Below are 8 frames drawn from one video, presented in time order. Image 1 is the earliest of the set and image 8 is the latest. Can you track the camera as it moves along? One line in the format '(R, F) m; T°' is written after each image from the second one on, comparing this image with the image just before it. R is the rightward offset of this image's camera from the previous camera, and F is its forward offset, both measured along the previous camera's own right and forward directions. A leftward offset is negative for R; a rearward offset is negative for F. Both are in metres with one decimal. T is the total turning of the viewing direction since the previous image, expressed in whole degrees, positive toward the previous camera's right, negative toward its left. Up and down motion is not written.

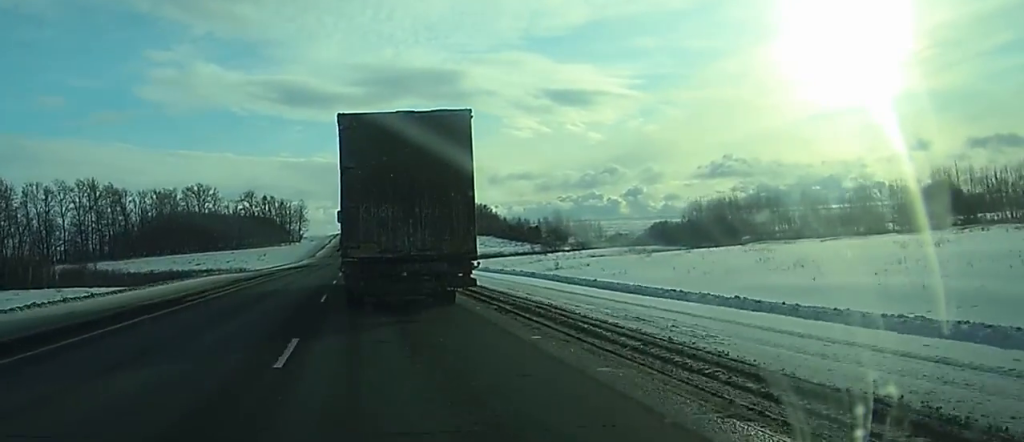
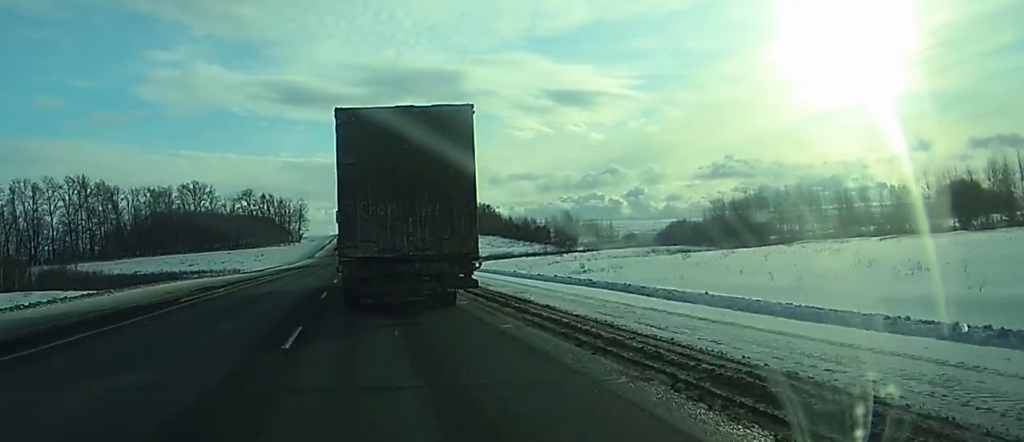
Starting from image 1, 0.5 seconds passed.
(0.0, +10.4) m; 0°
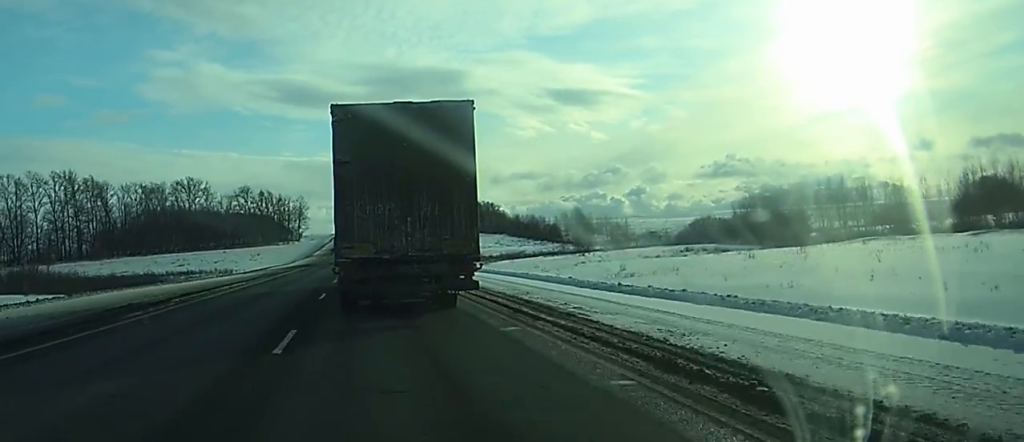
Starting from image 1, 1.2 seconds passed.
(0.0, +12.7) m; 0°
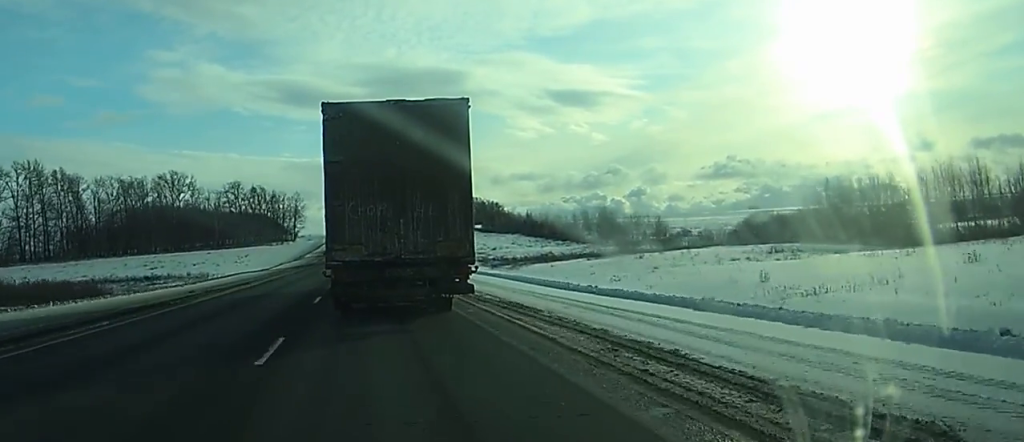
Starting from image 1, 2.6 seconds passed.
(0.0, +25.5) m; 0°
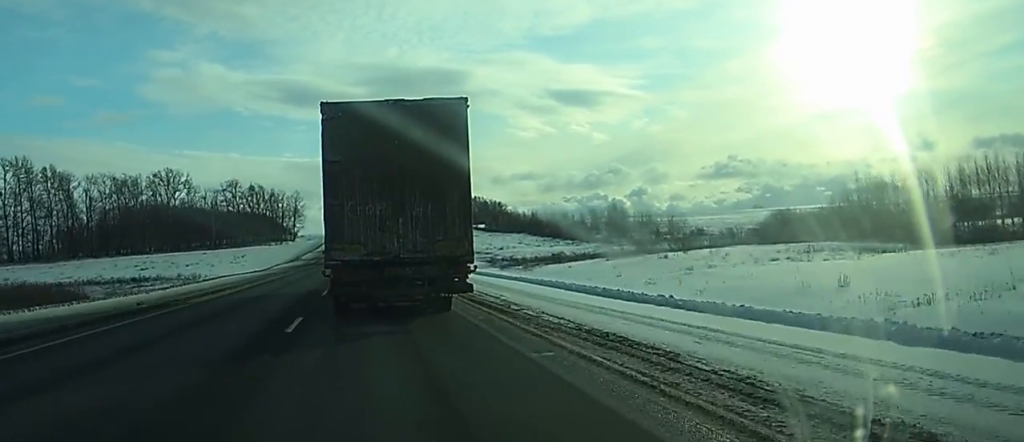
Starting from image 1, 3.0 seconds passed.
(0.0, +7.9) m; 0°
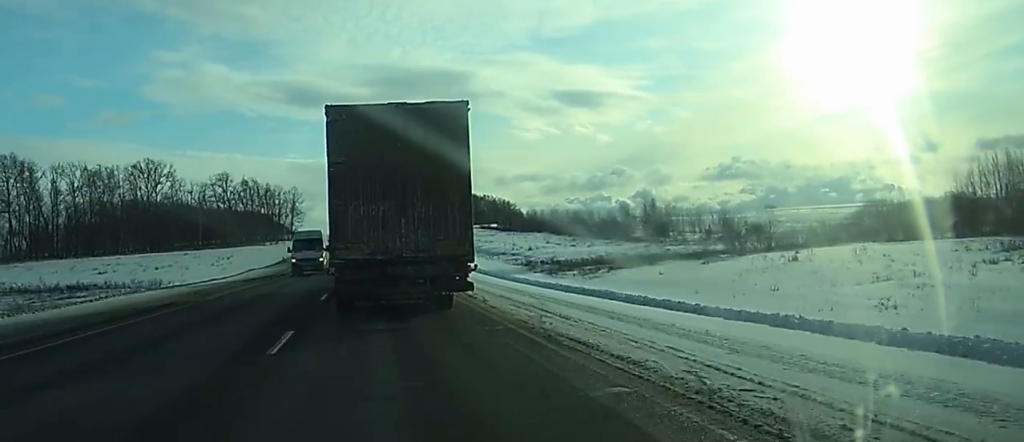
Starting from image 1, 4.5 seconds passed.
(-0.1, +27.2) m; 0°
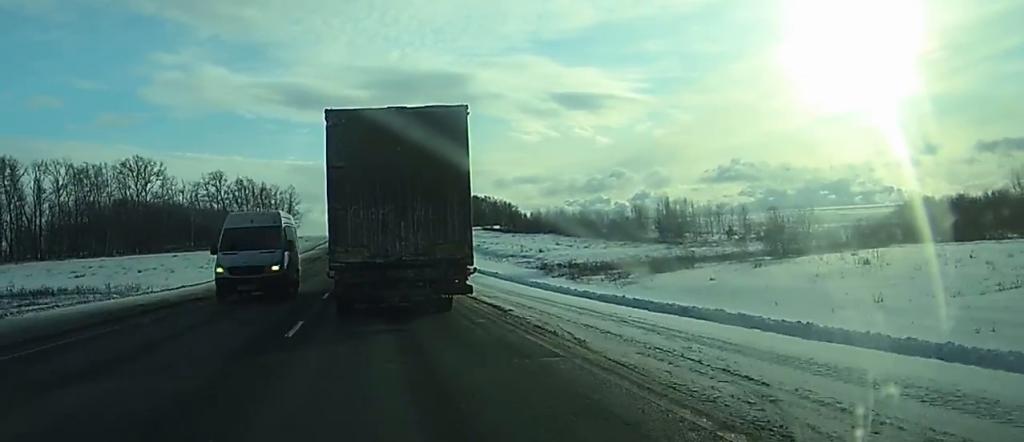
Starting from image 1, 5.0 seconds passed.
(0.0, +9.7) m; 0°
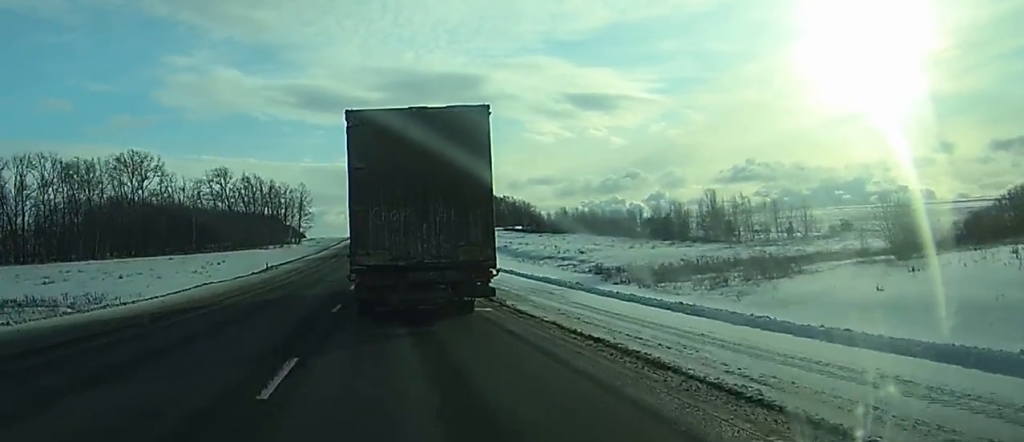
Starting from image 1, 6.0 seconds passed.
(0.0, +17.1) m; 0°
